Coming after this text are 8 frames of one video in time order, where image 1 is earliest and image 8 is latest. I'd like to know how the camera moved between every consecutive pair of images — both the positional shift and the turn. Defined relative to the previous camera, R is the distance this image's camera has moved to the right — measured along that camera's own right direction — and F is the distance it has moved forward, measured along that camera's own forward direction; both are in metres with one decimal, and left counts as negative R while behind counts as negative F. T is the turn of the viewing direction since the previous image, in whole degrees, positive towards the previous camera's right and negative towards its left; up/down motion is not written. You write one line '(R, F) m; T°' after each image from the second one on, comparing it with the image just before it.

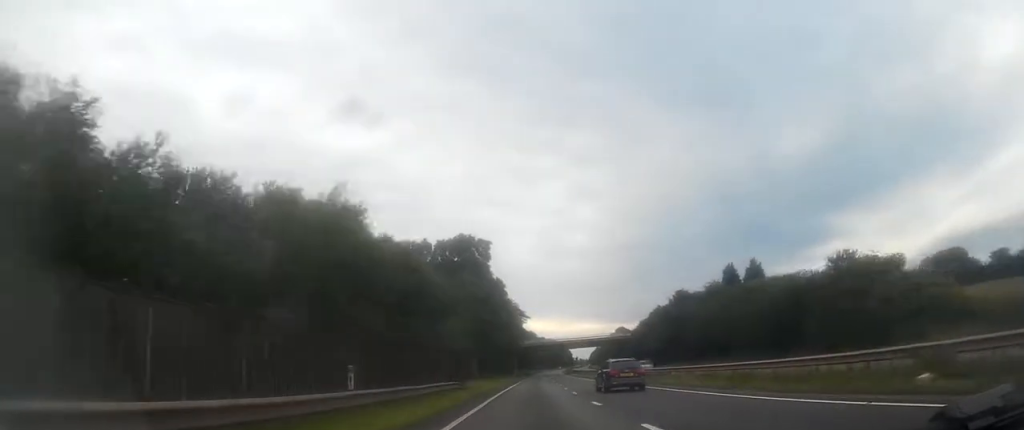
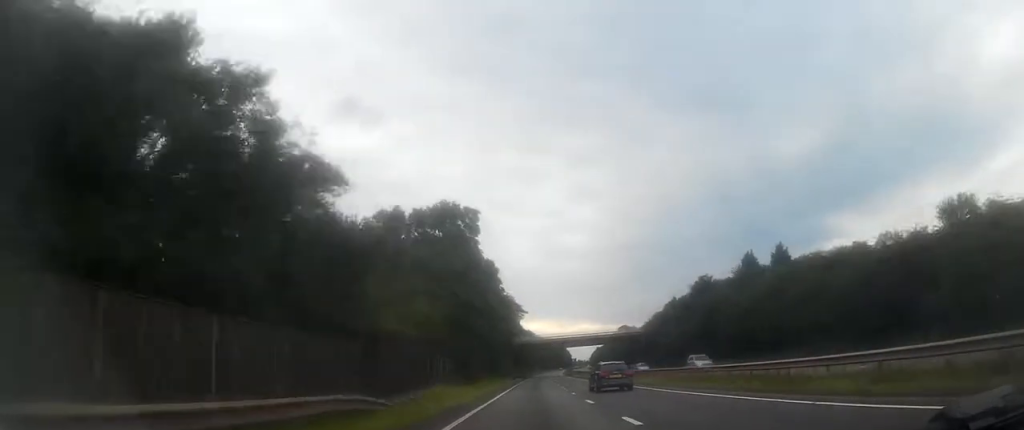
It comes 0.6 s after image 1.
(0.0, +16.0) m; 0°
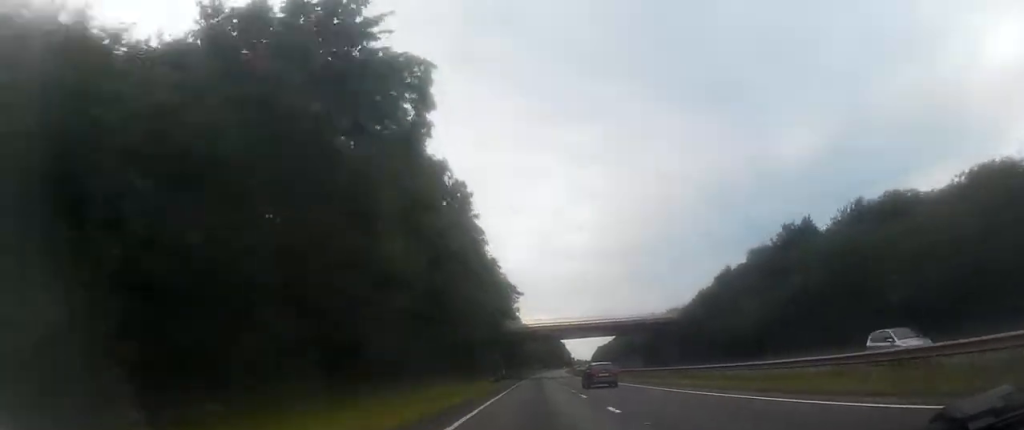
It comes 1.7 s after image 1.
(+0.2, +33.1) m; +1°
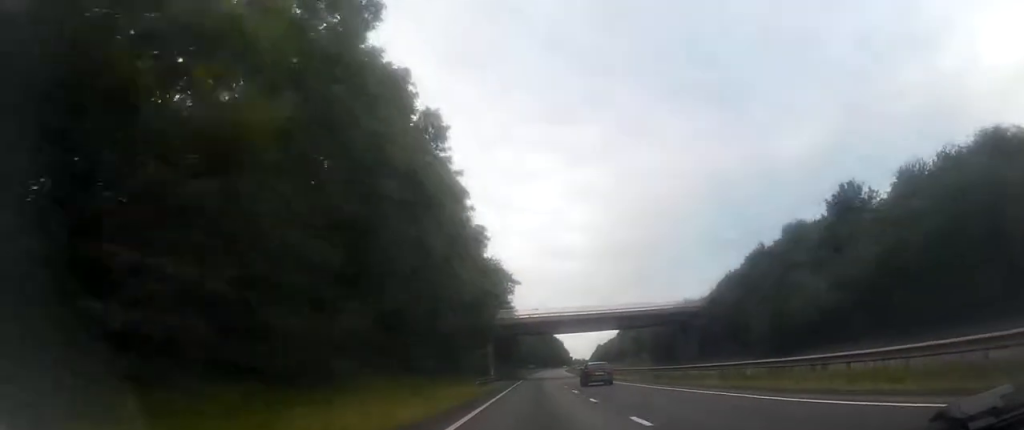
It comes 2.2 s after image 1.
(+0.1, +13.3) m; 0°
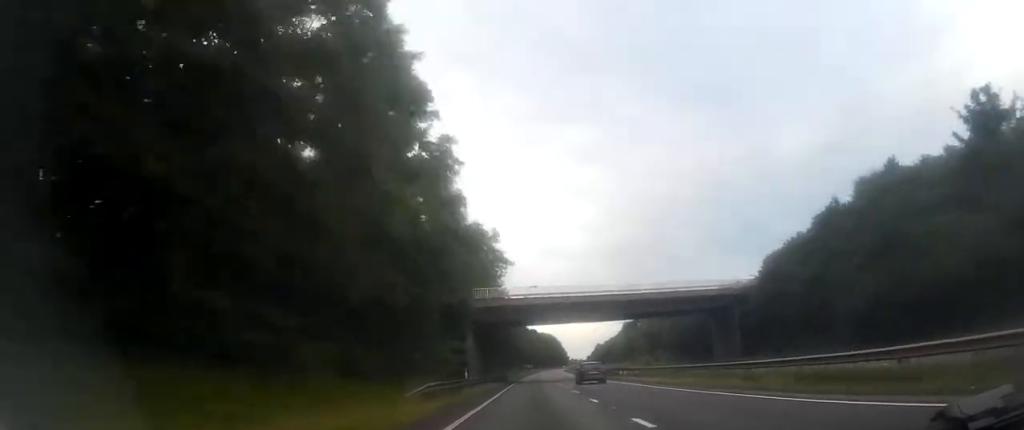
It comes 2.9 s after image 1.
(0.0, +18.9) m; 0°
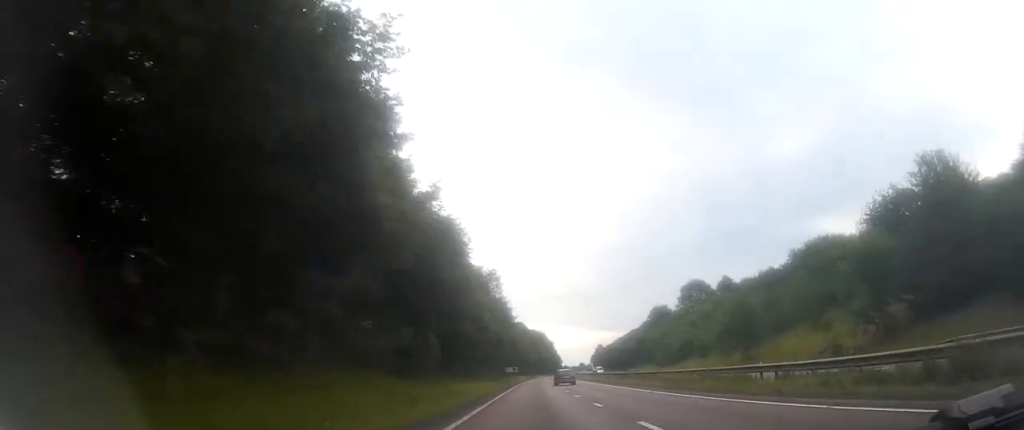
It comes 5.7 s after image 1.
(+0.7, +80.9) m; +1°
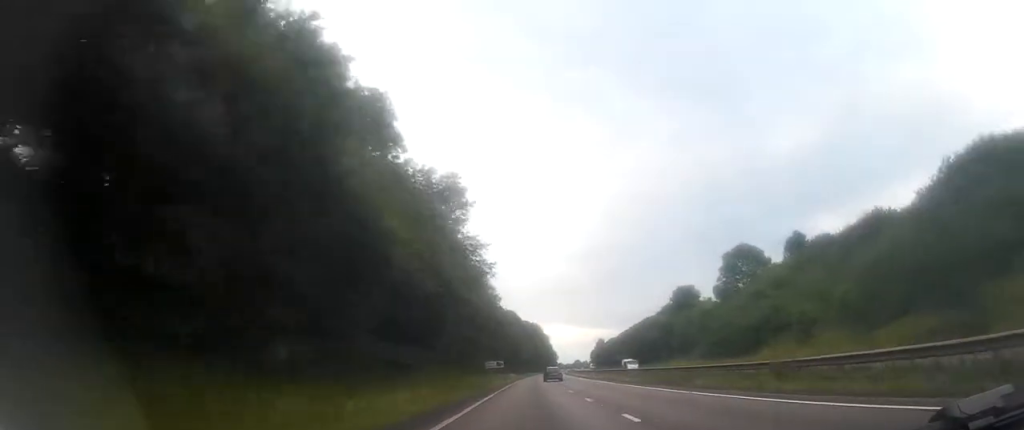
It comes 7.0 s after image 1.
(+0.4, +34.9) m; +1°
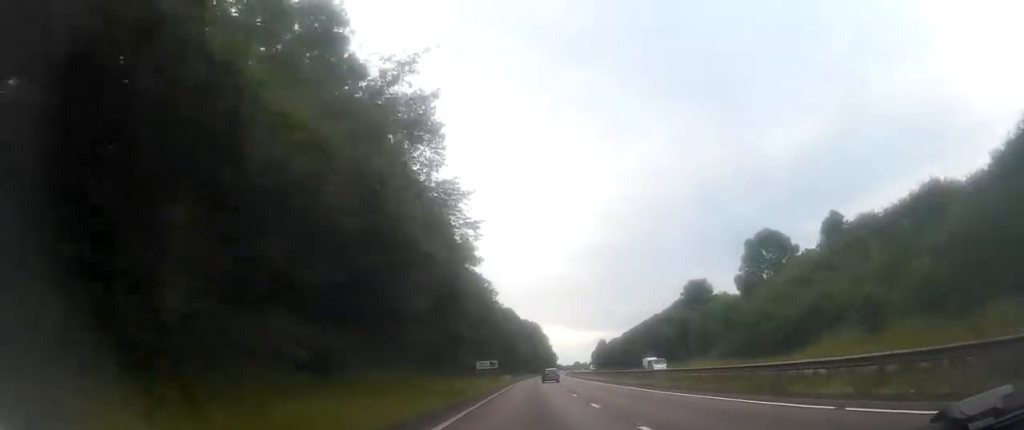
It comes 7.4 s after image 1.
(0.0, +11.4) m; 0°
